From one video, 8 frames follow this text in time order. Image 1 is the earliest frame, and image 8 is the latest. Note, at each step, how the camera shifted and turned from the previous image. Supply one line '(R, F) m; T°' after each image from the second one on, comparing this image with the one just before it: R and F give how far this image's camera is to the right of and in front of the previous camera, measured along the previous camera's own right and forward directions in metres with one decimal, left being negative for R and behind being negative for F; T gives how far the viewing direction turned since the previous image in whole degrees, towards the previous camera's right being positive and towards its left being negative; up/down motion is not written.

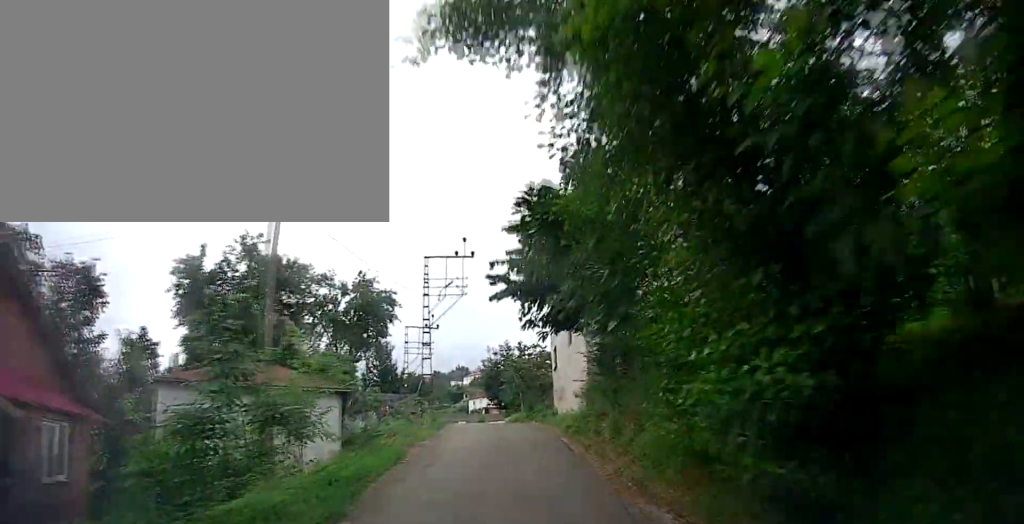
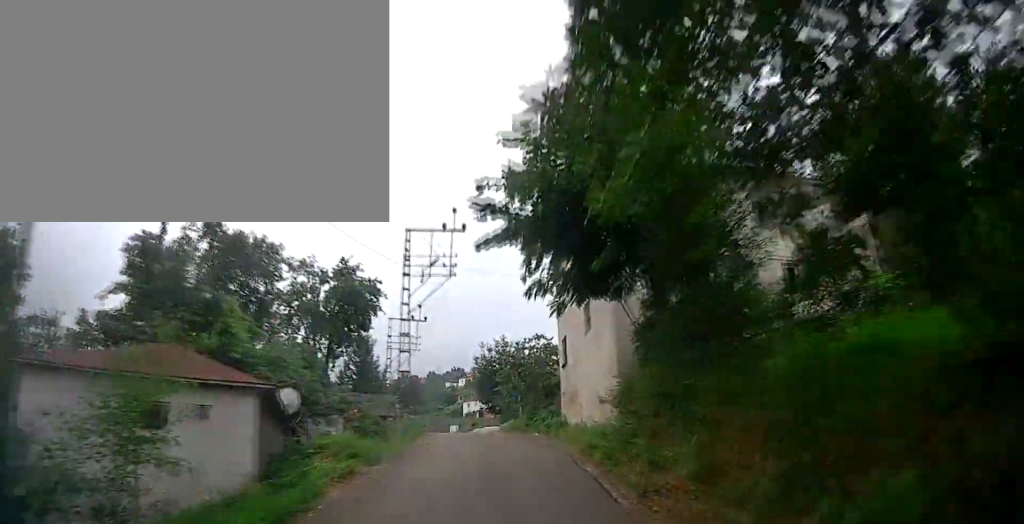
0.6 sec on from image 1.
(-0.2, +5.9) m; -2°
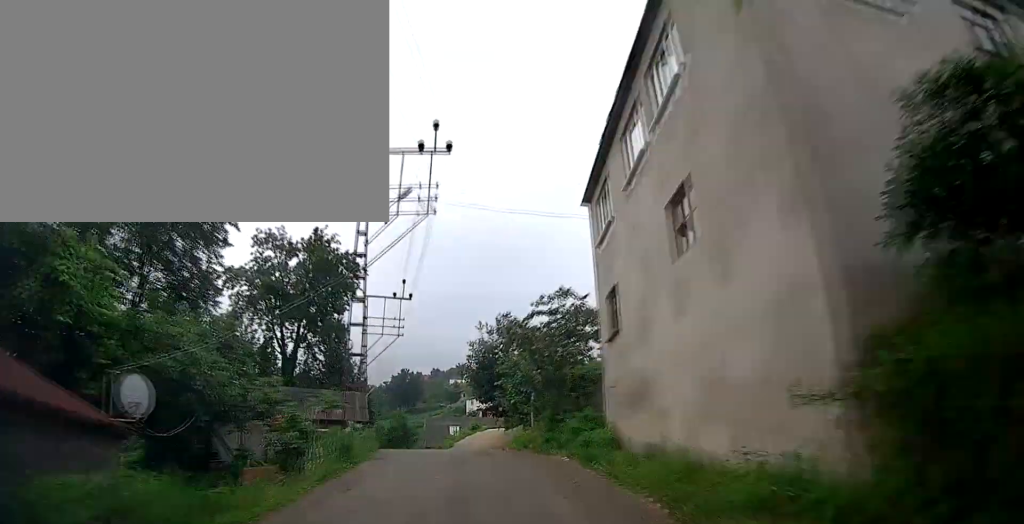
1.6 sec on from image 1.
(+0.1, +9.1) m; 0°
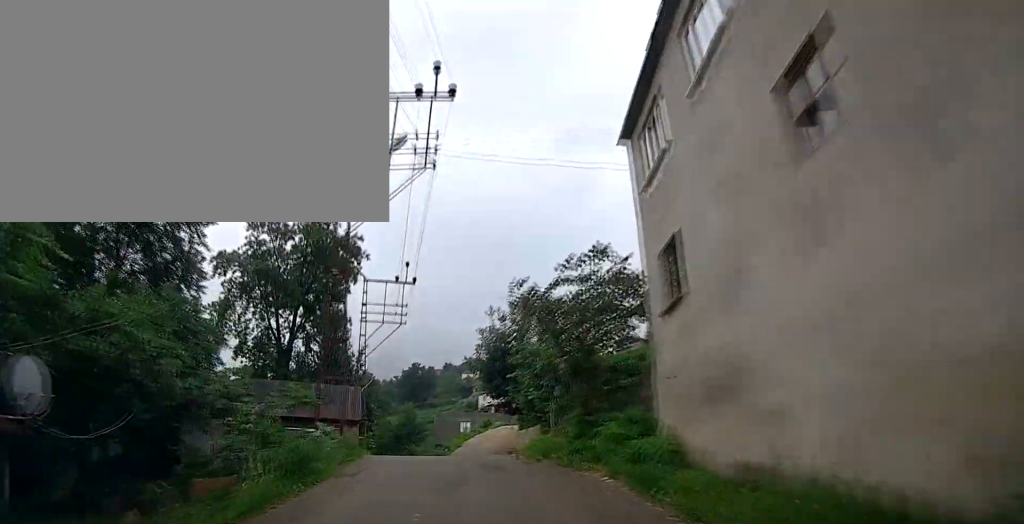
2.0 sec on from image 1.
(0.0, +3.4) m; 0°
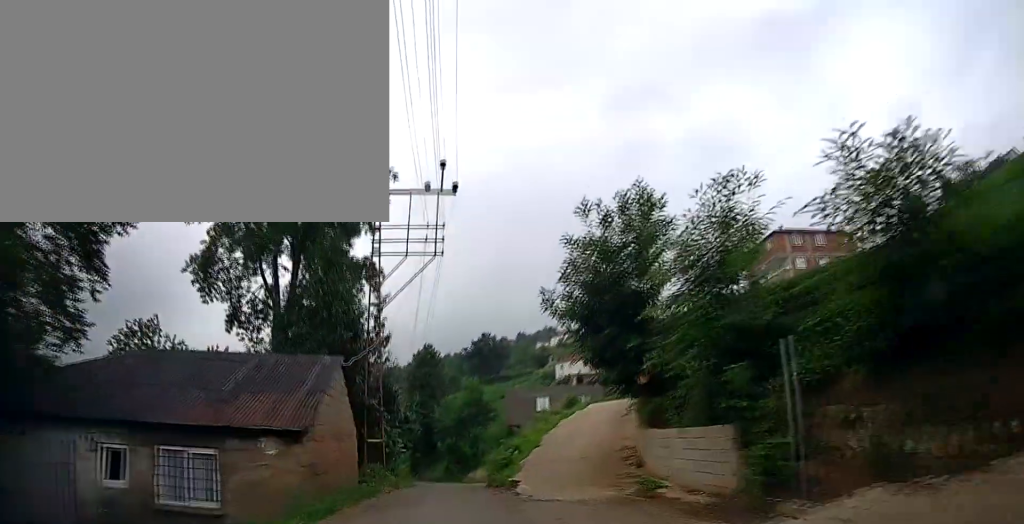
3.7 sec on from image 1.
(-0.3, +12.6) m; -6°
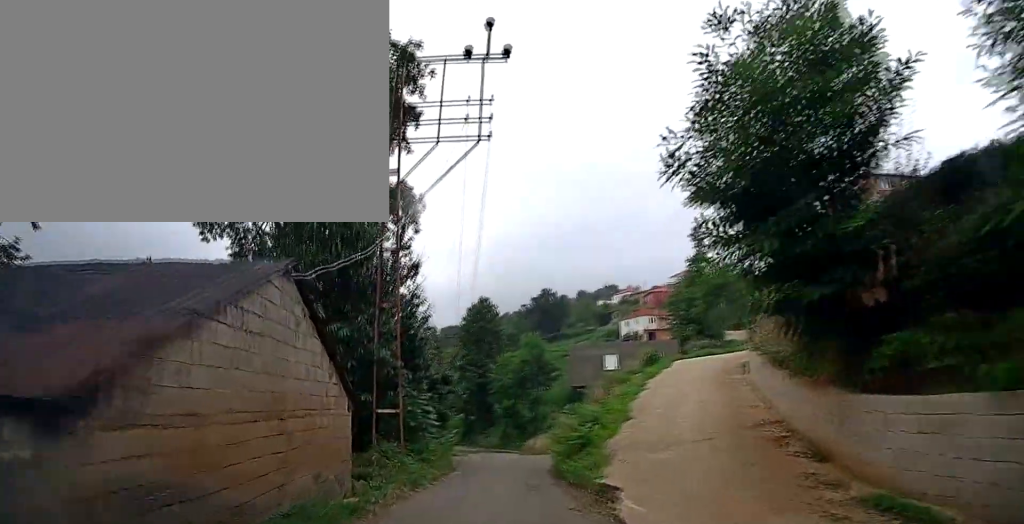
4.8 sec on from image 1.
(-0.6, +7.1) m; -7°
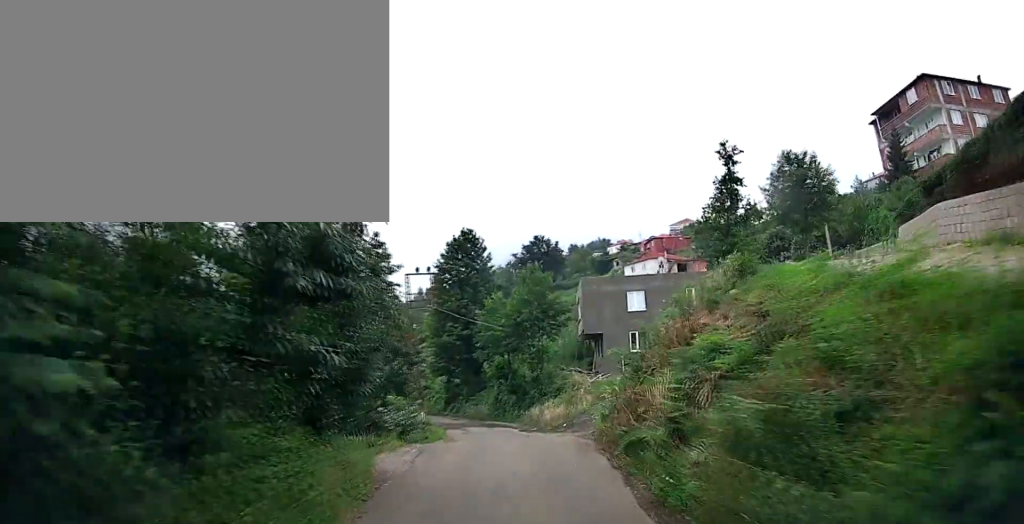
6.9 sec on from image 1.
(-0.8, +12.9) m; -3°
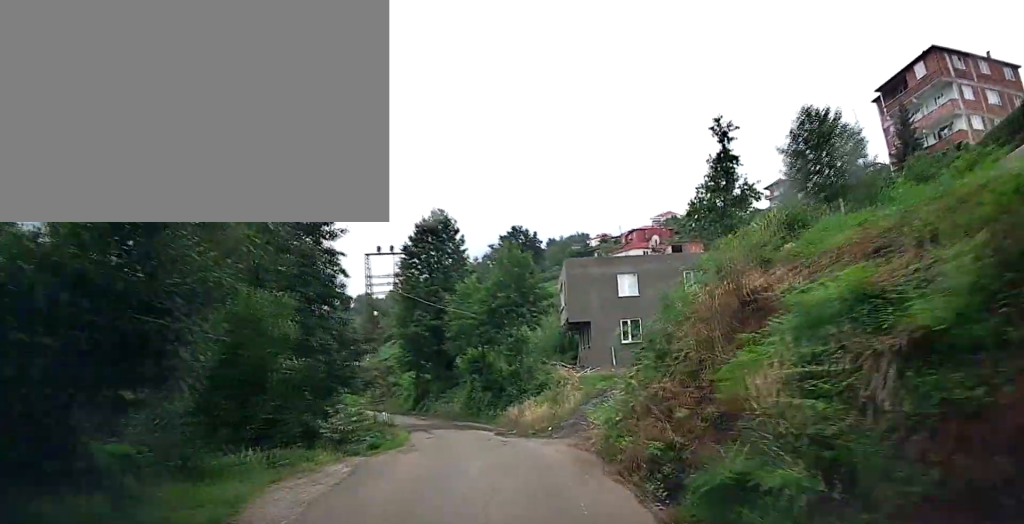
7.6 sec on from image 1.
(+0.1, +4.9) m; +2°
